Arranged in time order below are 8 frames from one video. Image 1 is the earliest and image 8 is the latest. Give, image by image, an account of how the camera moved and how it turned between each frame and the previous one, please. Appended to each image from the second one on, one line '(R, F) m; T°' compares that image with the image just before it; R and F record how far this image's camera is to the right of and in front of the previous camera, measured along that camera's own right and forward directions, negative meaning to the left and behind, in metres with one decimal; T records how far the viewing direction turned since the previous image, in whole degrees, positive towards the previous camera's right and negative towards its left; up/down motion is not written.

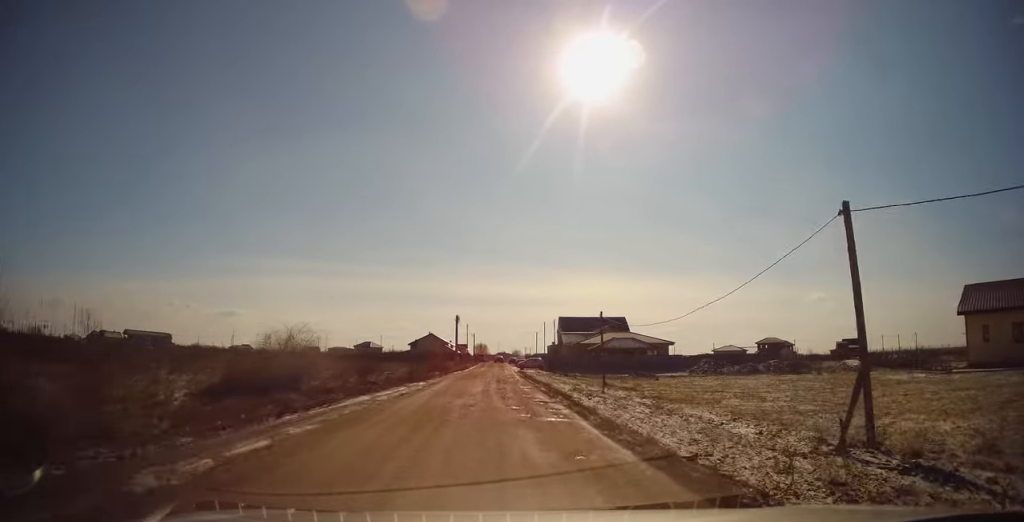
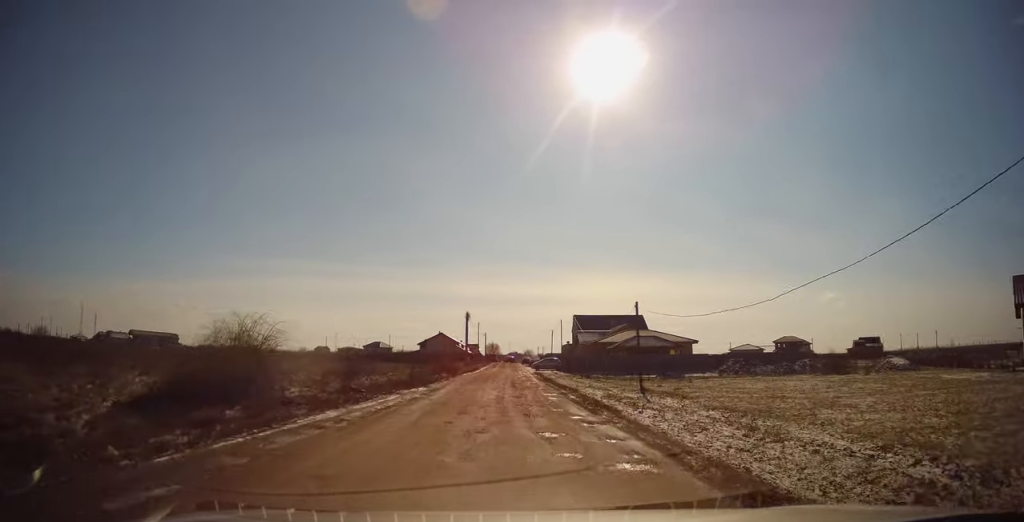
(-0.1, +4.8) m; 0°
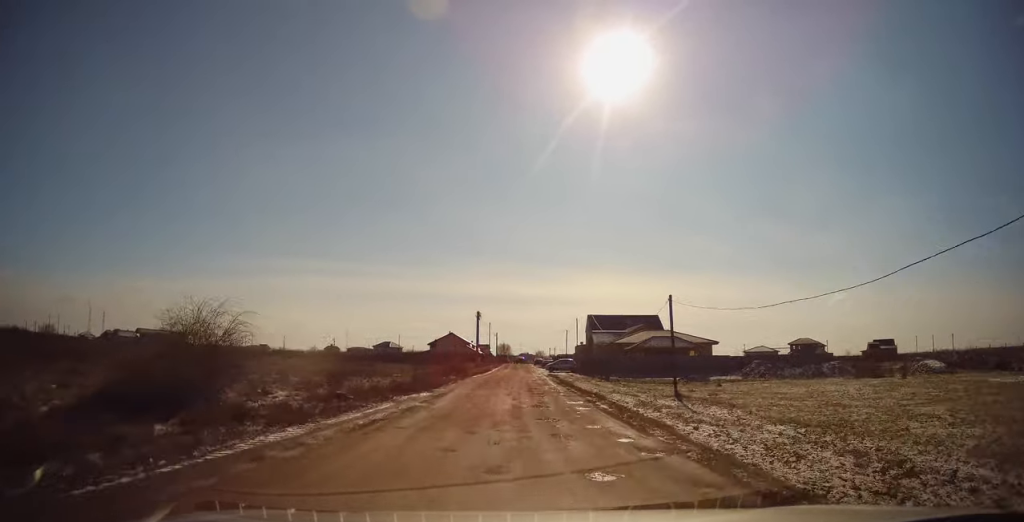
(+0.1, +3.1) m; +1°
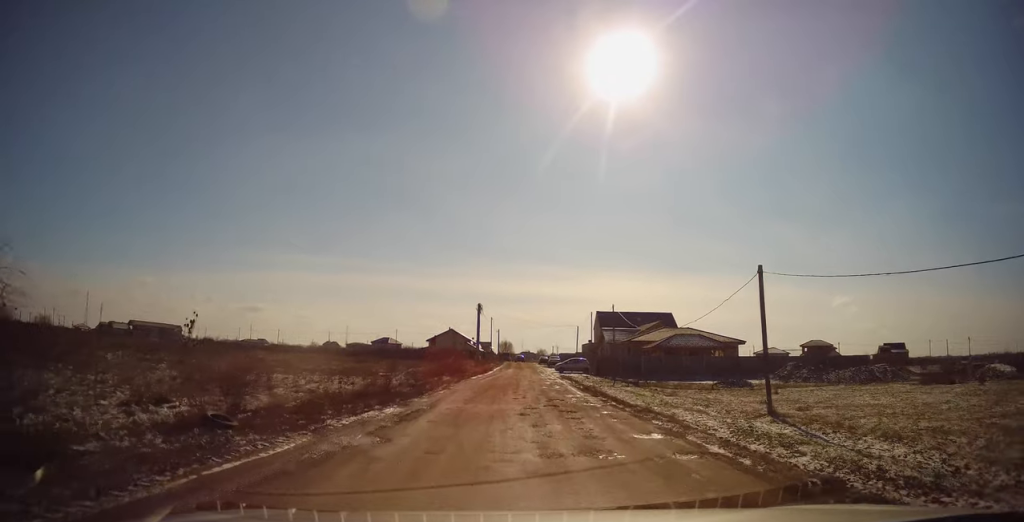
(+0.1, +7.6) m; -2°
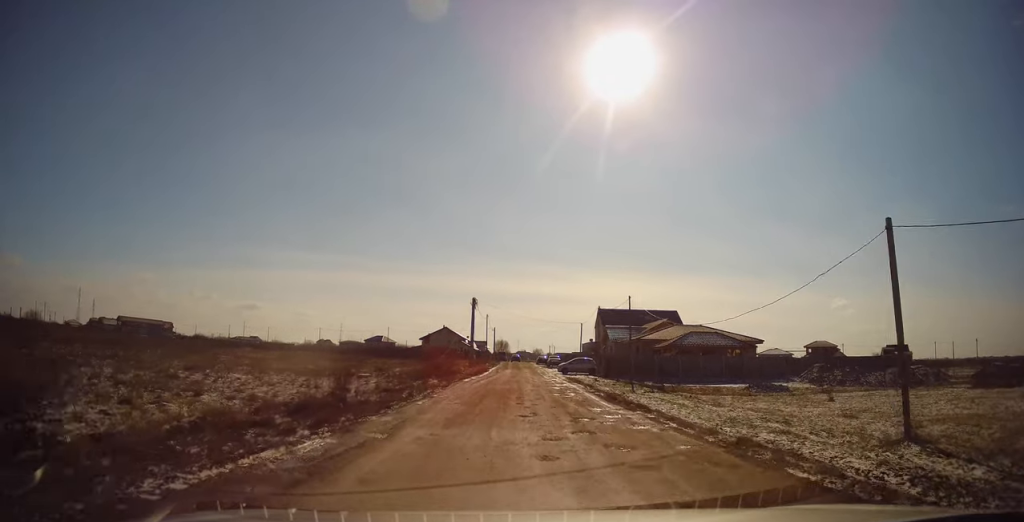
(-0.2, +5.7) m; -1°
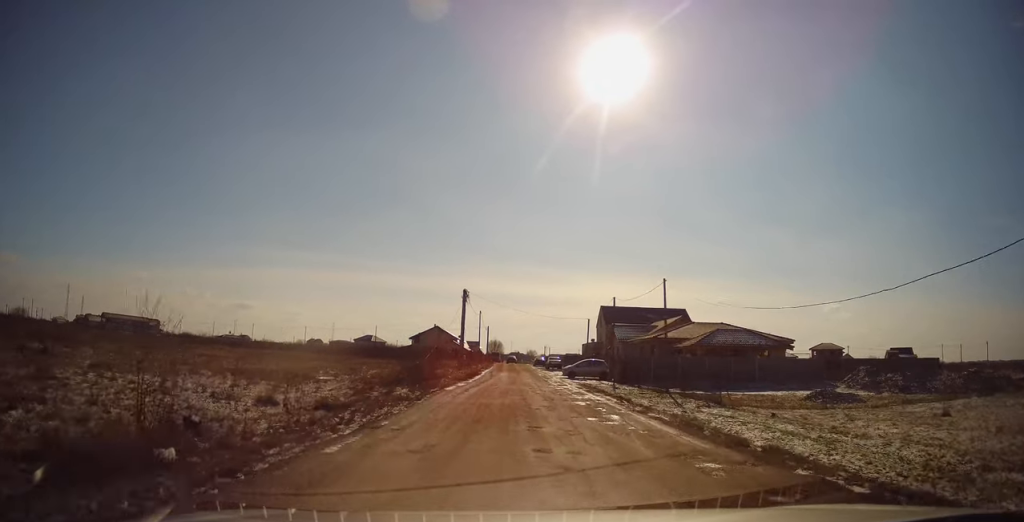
(+0.1, +7.6) m; +3°
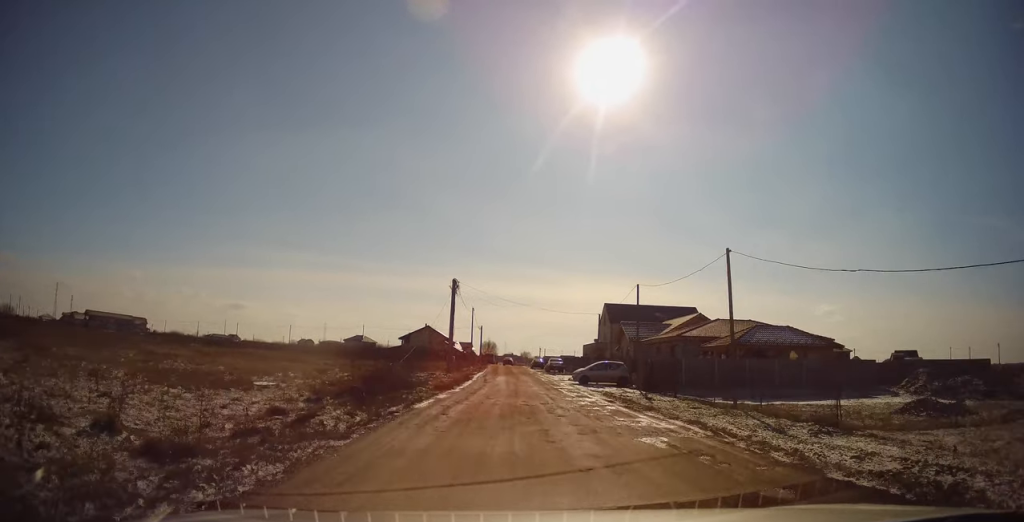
(+0.2, +7.3) m; +1°
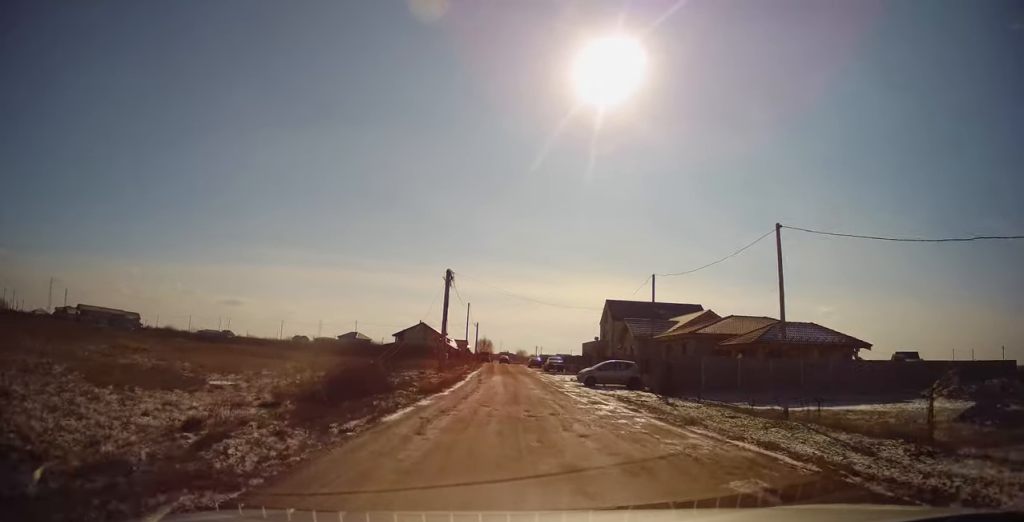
(0.0, +3.4) m; 0°
